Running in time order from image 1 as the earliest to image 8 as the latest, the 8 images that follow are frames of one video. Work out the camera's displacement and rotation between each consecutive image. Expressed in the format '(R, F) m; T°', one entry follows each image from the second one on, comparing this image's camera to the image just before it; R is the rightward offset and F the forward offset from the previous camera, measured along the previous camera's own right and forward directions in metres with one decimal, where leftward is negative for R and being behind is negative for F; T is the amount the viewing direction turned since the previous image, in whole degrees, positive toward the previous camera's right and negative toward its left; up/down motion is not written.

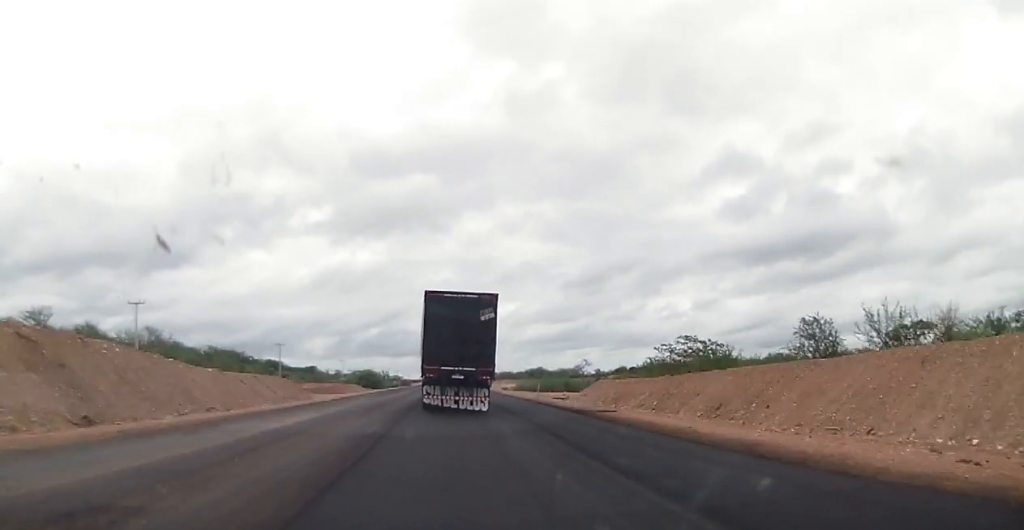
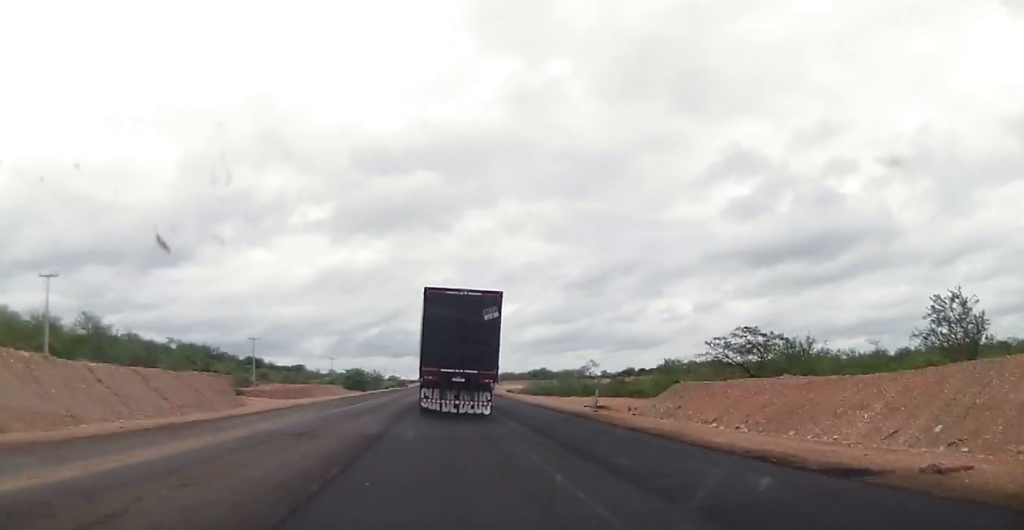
(0.0, +20.5) m; 0°
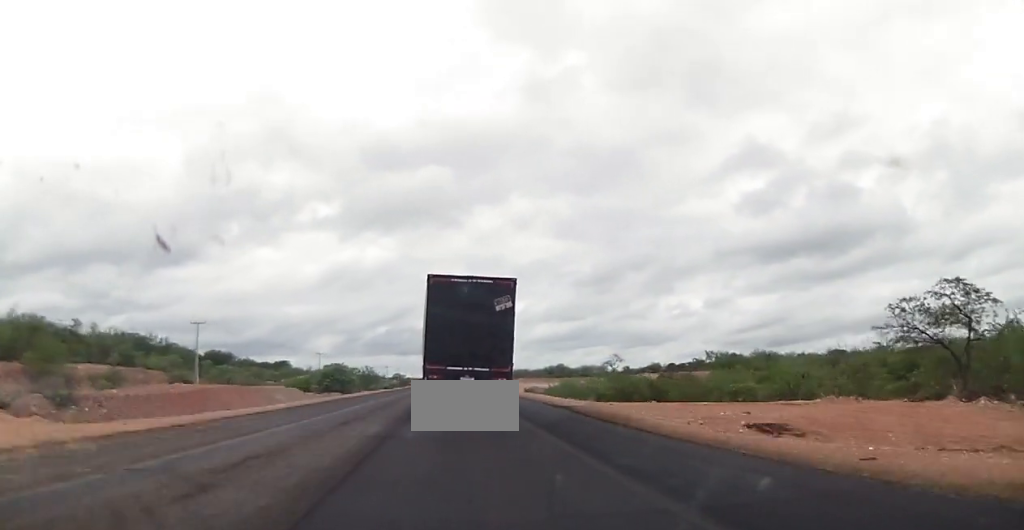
(+0.1, +34.6) m; 0°
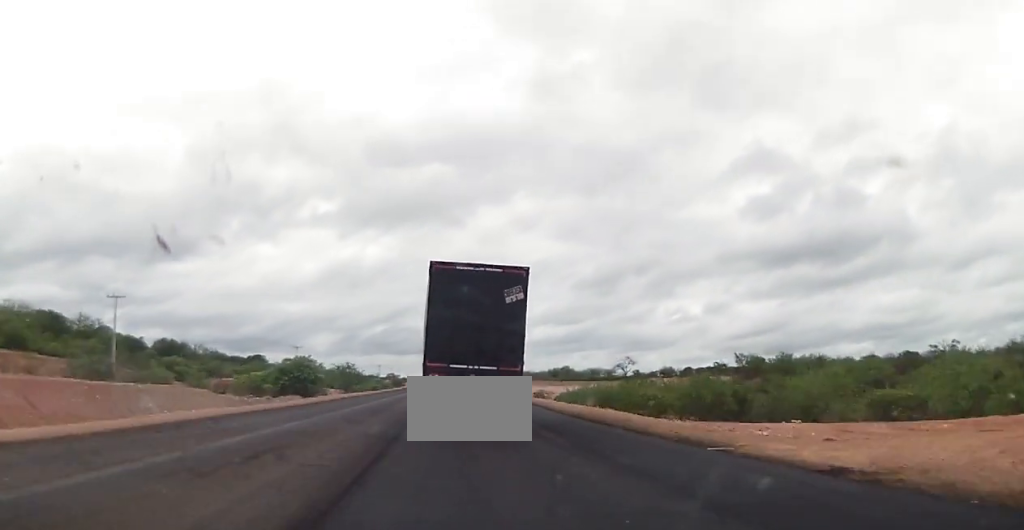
(+0.3, +25.8) m; 0°
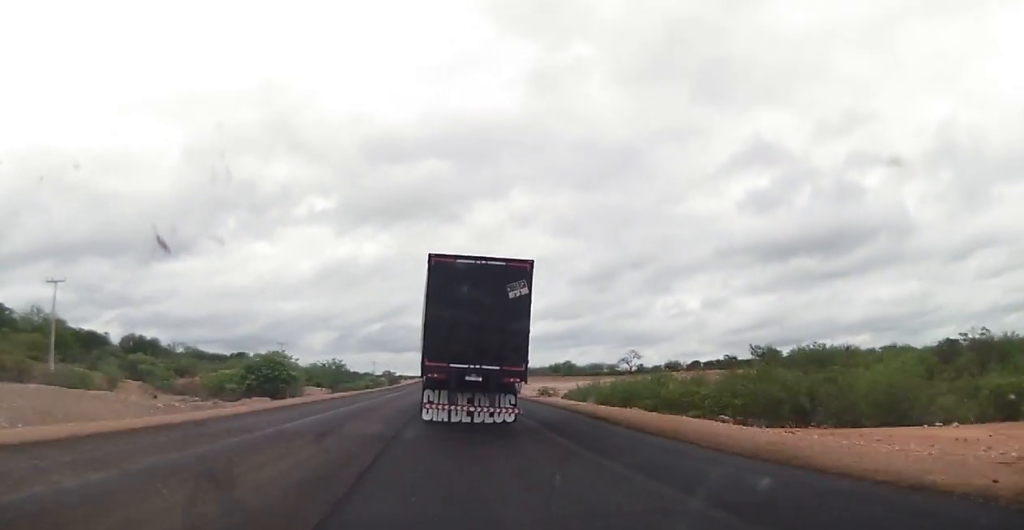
(0.0, +12.4) m; 0°
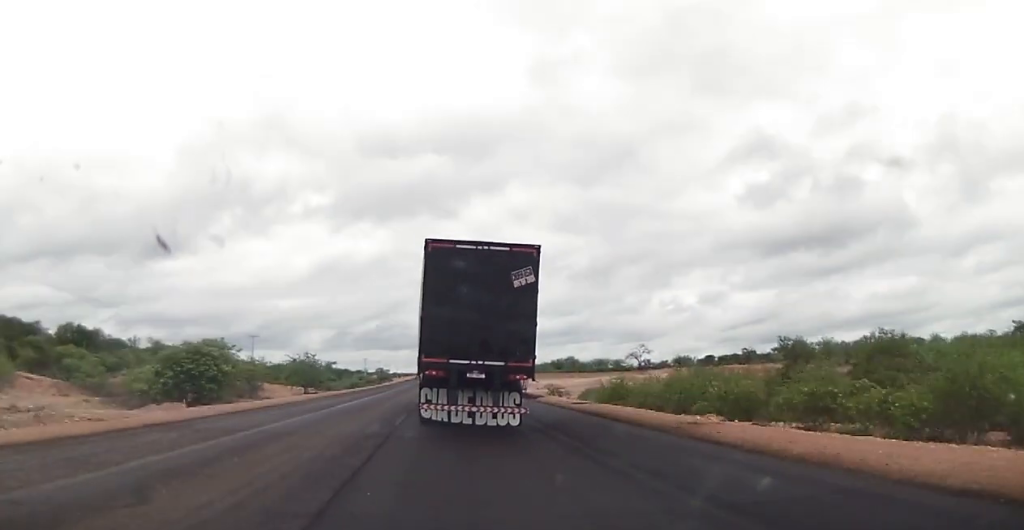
(-0.4, +19.7) m; 0°
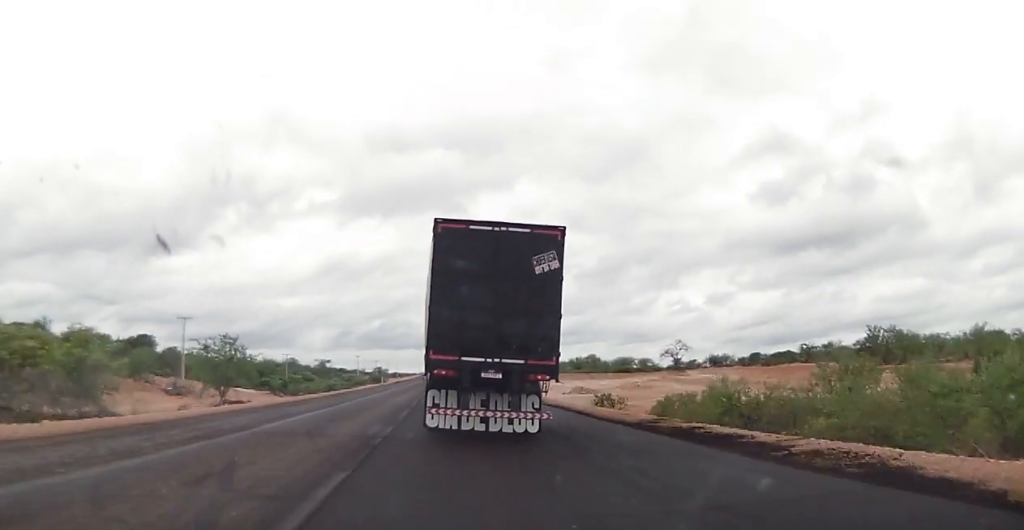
(+0.5, +38.0) m; 0°
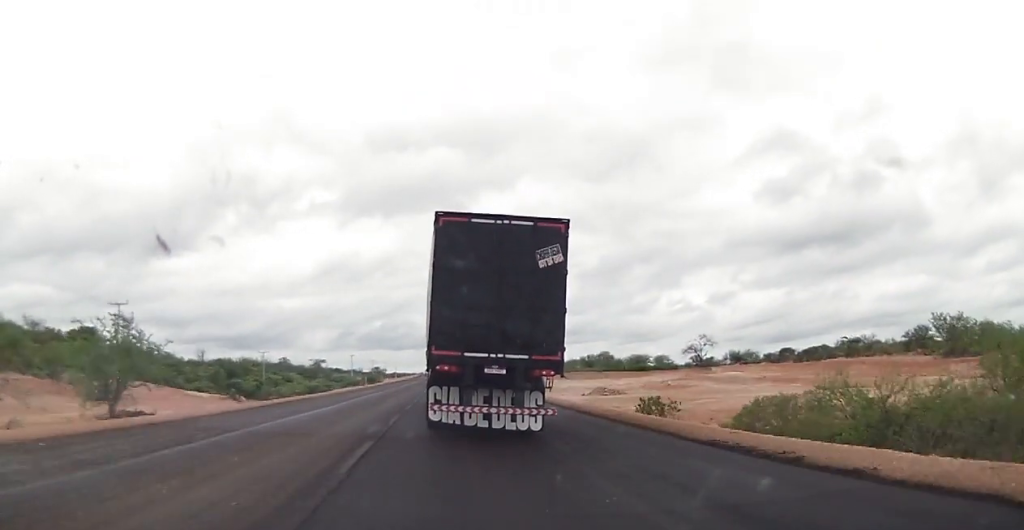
(-0.1, +21.3) m; 0°
